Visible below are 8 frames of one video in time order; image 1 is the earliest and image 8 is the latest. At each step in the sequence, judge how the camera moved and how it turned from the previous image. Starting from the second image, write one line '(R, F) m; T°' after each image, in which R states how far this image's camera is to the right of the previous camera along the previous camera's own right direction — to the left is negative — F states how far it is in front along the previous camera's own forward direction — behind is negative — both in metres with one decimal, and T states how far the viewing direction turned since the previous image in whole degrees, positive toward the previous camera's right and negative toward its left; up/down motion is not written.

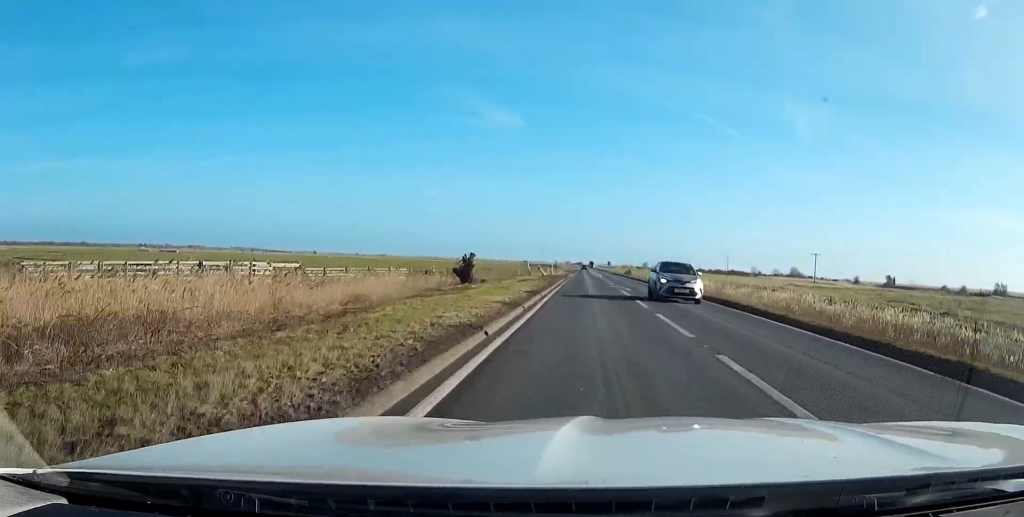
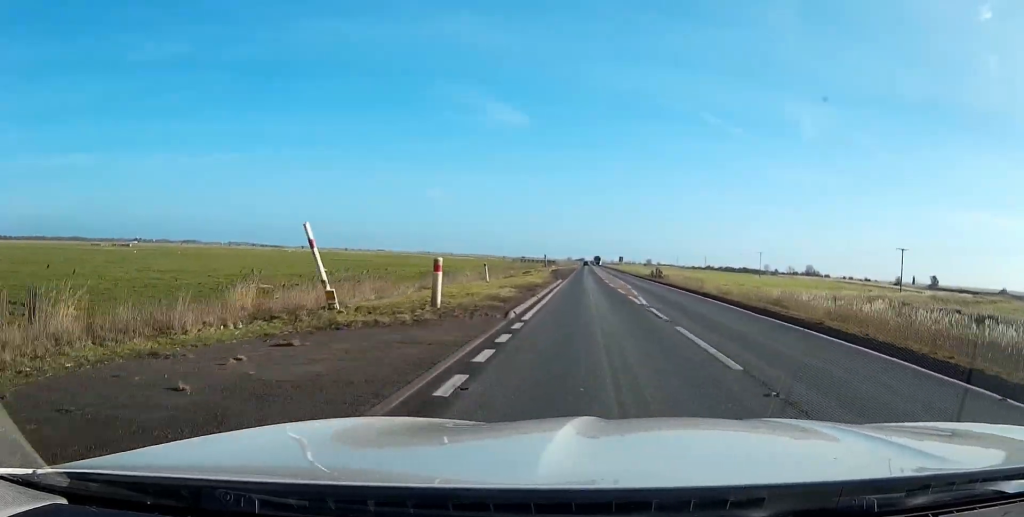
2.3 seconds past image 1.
(0.0, +56.6) m; 0°
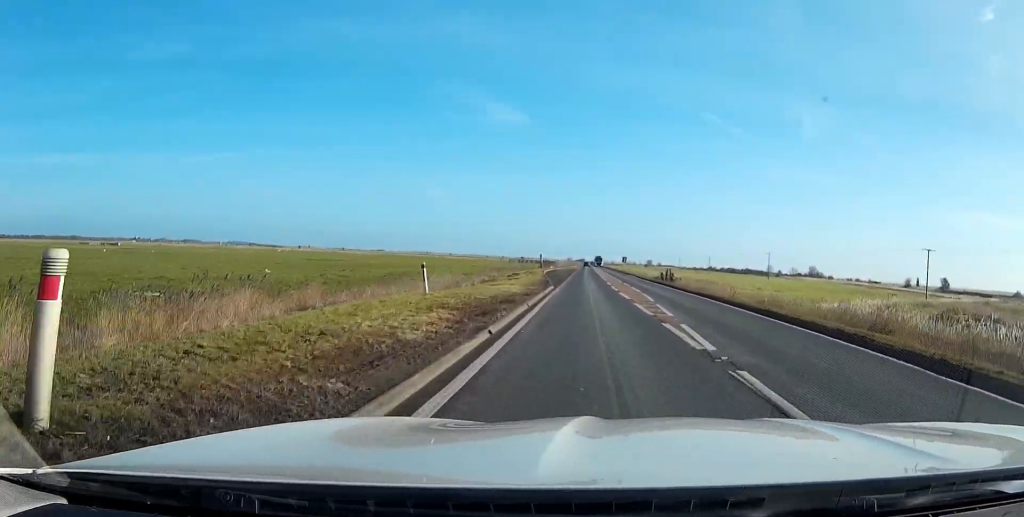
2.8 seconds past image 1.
(0.0, +12.0) m; 0°
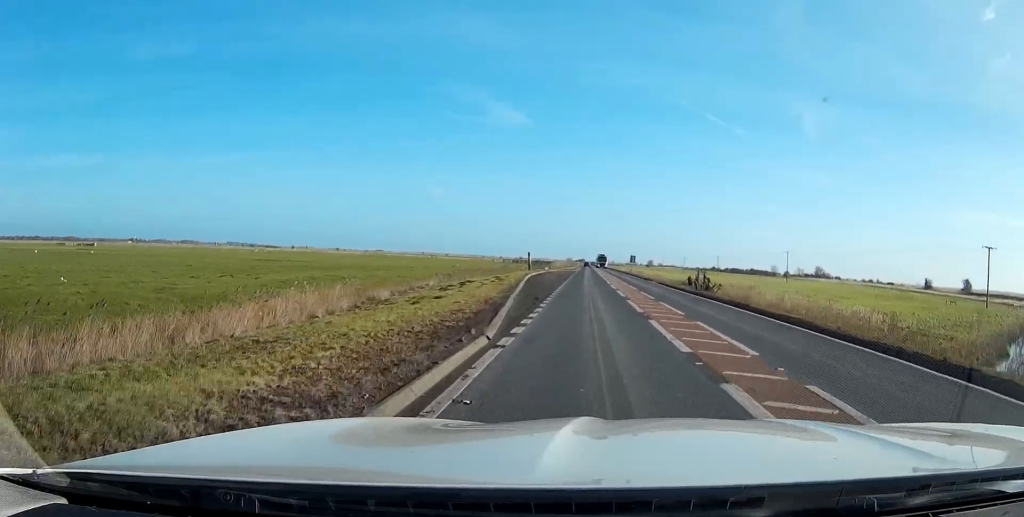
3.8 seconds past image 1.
(+0.1, +23.3) m; 0°
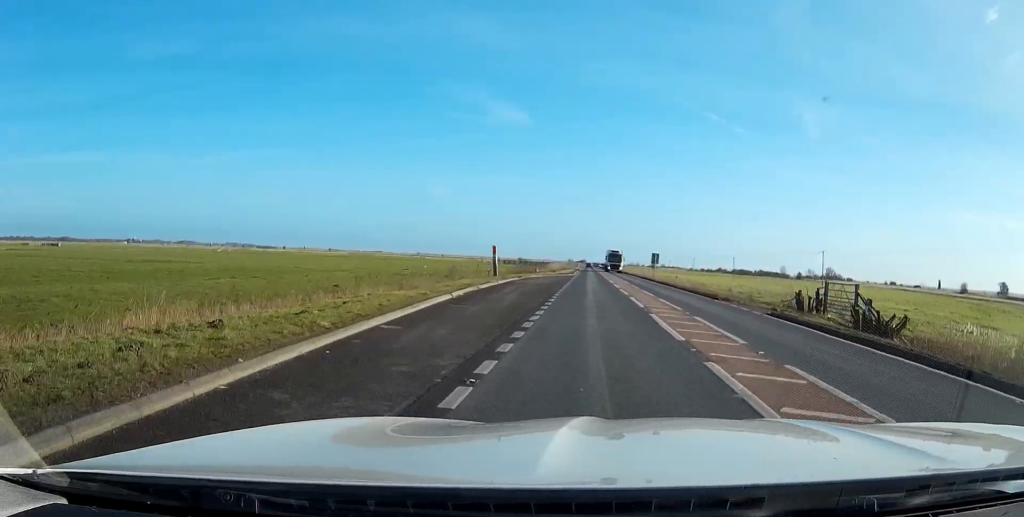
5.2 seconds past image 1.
(-0.3, +34.9) m; 0°
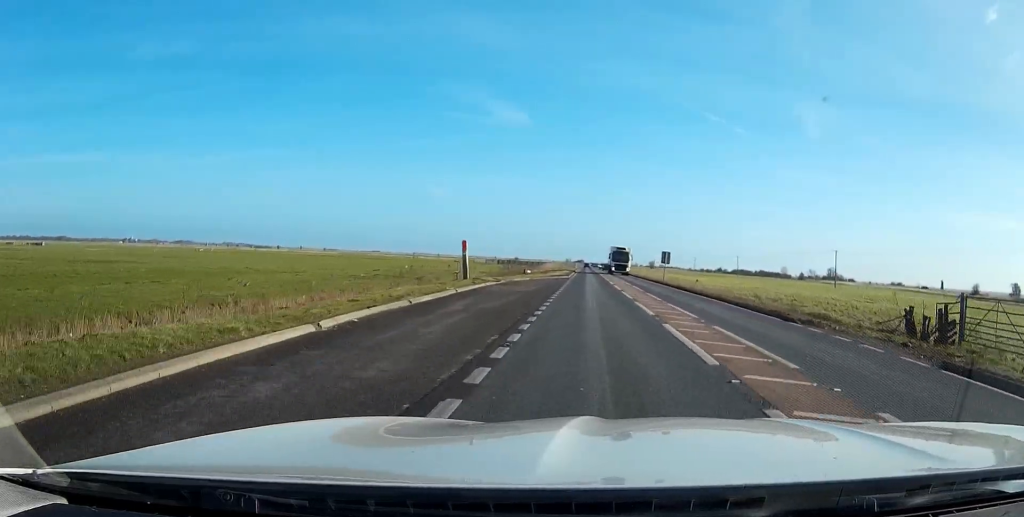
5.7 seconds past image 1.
(0.0, +12.4) m; 0°
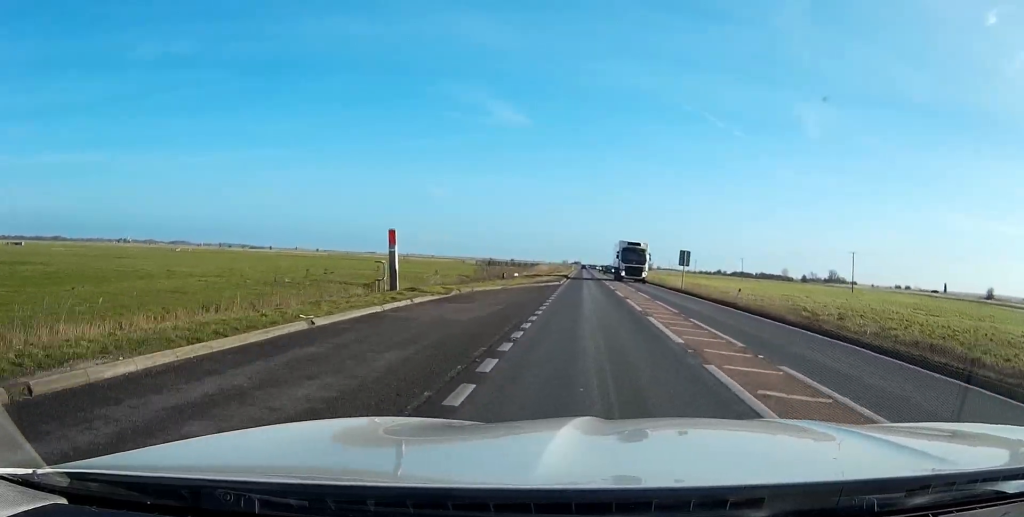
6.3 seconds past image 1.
(+0.2, +14.8) m; 0°
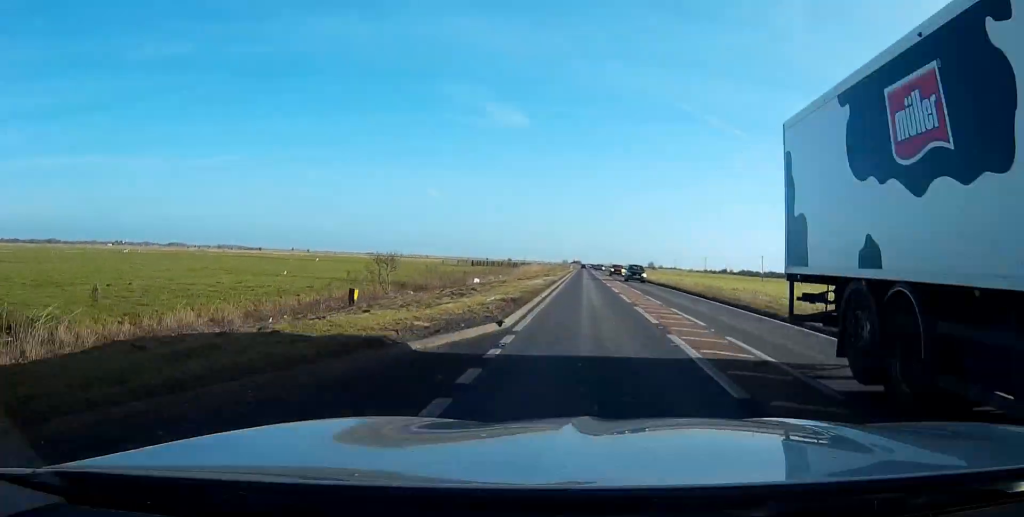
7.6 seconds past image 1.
(0.0, +32.6) m; 0°
